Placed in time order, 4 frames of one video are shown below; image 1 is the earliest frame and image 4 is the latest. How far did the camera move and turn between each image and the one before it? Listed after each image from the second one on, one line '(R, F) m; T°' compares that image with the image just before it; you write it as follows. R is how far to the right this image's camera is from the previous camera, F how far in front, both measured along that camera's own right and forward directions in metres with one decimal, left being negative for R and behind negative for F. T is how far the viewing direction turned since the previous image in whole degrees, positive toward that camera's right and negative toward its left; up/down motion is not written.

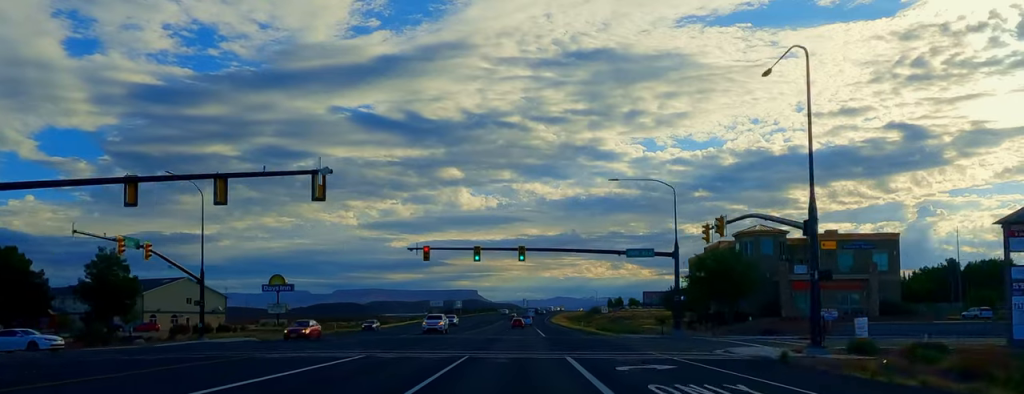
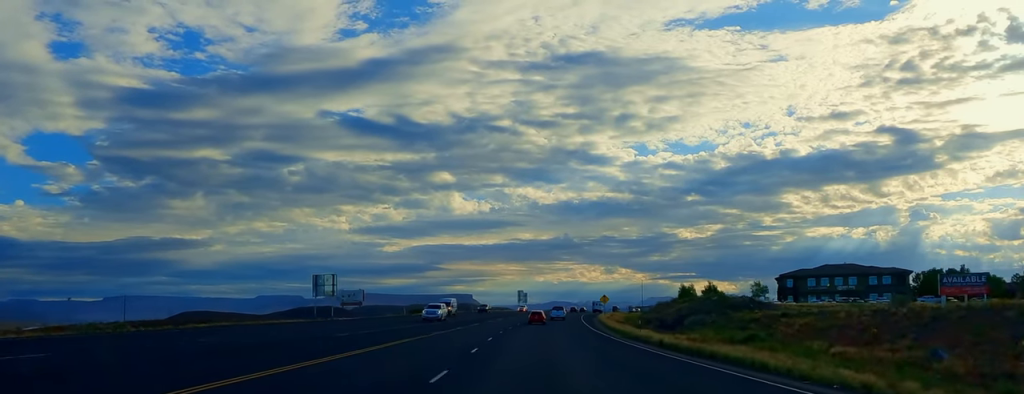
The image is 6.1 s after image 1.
(-2.0, +159.4) m; +1°
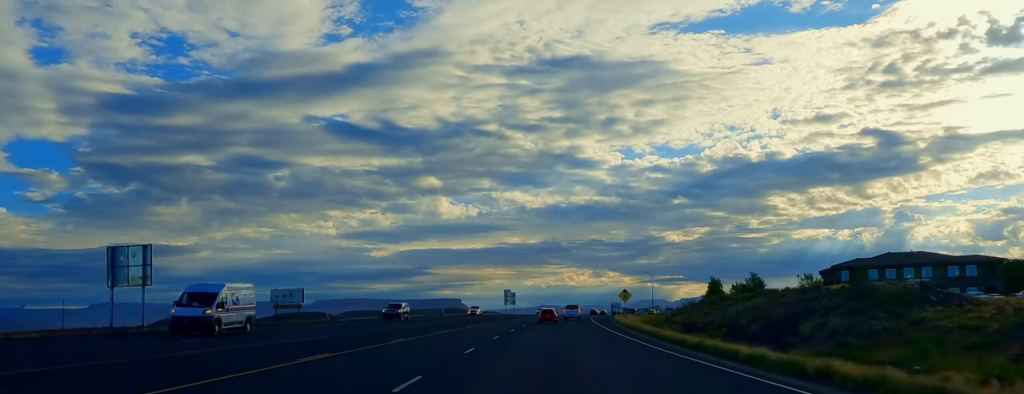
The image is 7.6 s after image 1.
(+0.5, +37.7) m; +2°
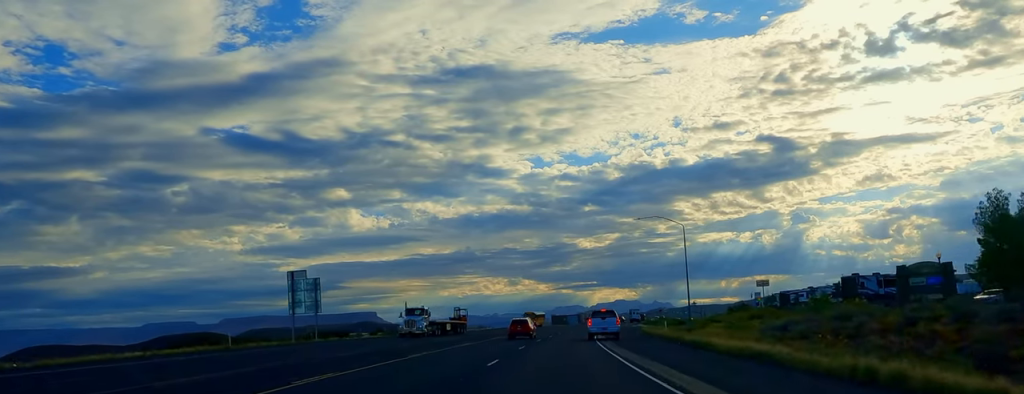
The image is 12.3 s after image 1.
(+7.0, +120.1) m; +6°
